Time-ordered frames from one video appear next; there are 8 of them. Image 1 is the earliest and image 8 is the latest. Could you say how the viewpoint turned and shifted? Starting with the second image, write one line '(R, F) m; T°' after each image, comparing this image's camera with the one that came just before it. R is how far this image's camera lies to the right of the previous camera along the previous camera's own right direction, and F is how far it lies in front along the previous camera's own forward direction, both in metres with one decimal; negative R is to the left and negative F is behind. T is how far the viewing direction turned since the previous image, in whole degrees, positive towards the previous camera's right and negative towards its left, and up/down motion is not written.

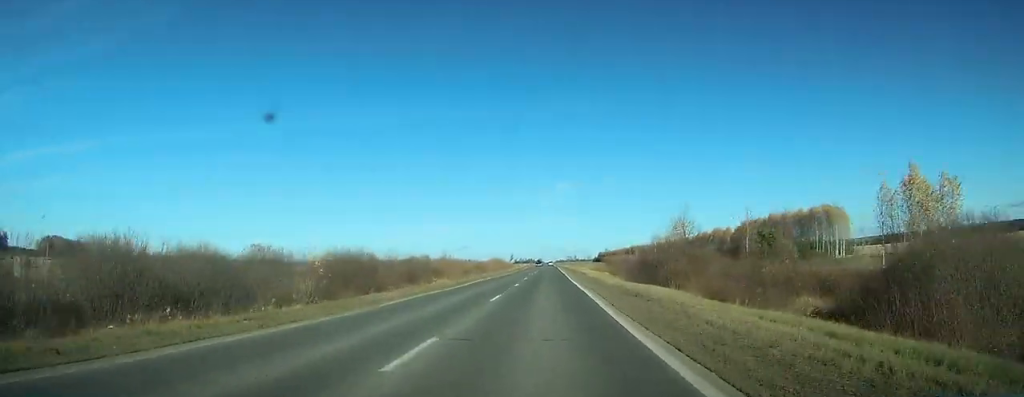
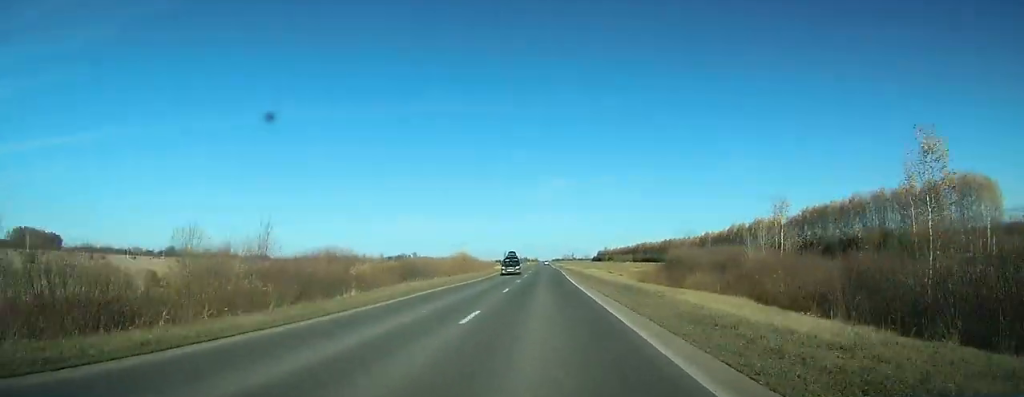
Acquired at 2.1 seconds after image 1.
(+0.1, +54.3) m; 0°
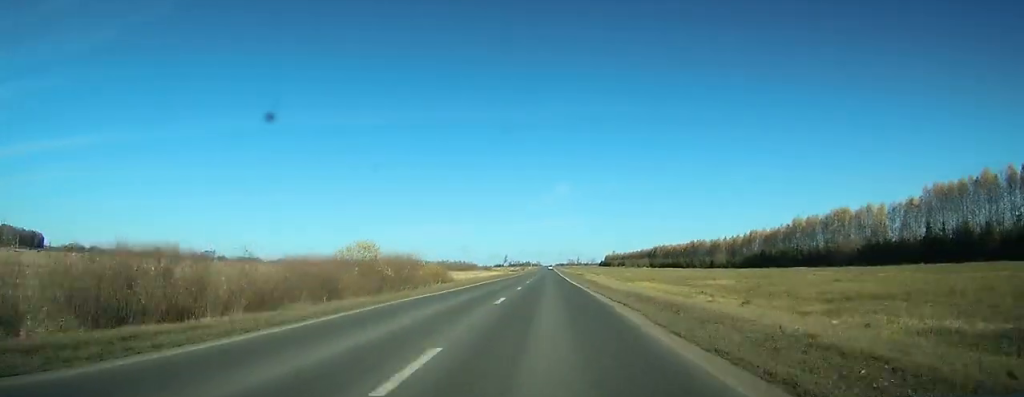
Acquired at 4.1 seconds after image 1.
(+0.1, +54.1) m; 0°
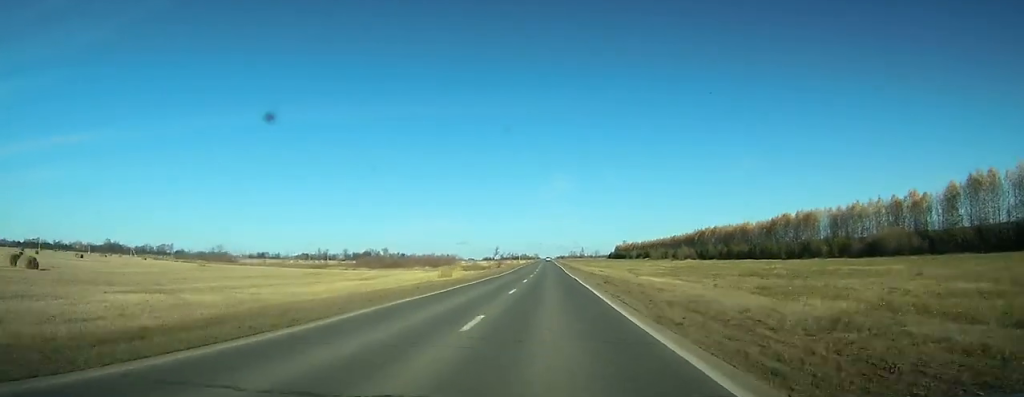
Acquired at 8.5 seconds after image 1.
(+0.5, +112.9) m; 0°
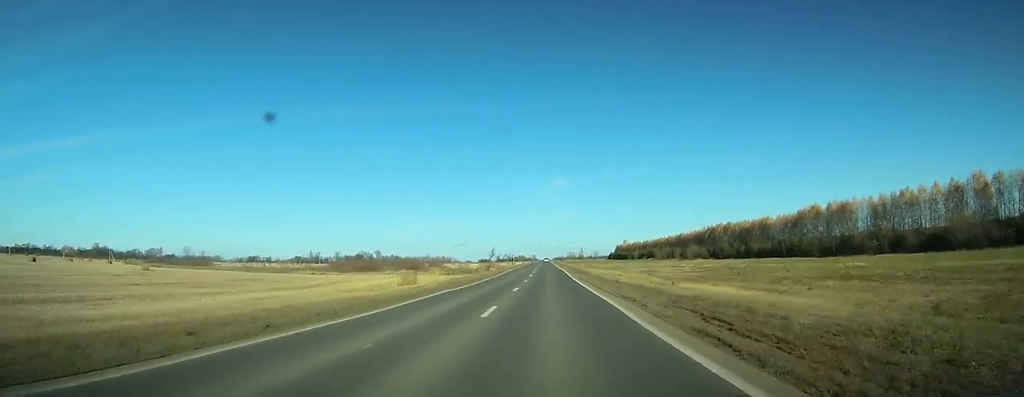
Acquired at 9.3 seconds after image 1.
(0.0, +20.9) m; 0°
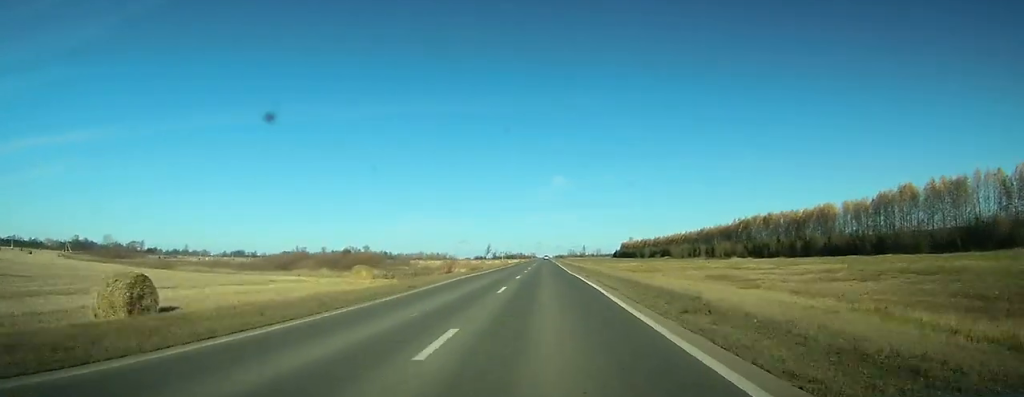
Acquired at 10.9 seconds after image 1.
(-0.1, +41.7) m; 0°
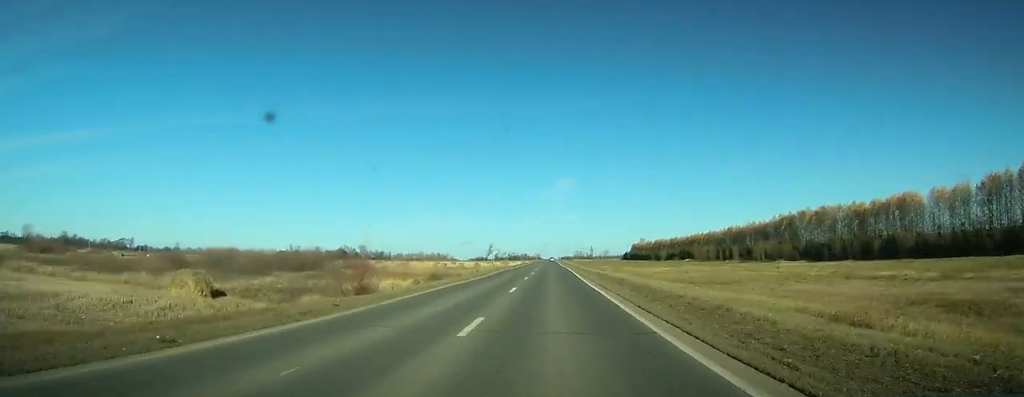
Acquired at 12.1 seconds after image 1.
(0.0, +33.0) m; 0°
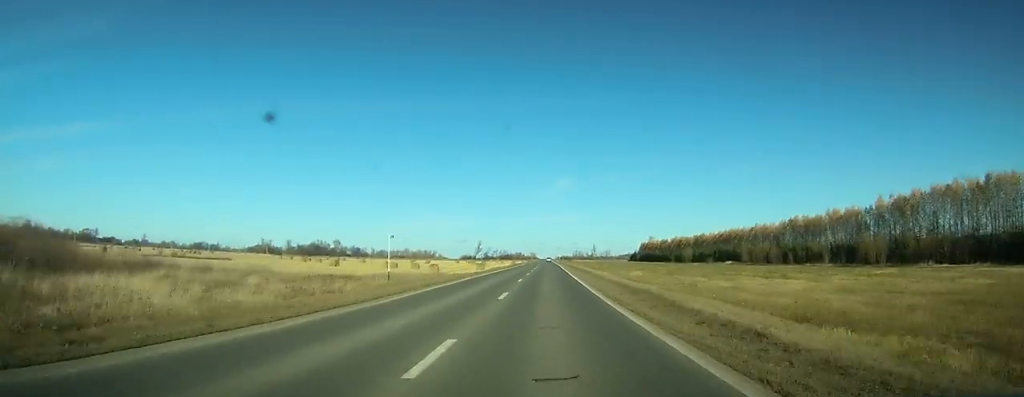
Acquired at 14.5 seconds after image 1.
(0.0, +62.5) m; 0°
